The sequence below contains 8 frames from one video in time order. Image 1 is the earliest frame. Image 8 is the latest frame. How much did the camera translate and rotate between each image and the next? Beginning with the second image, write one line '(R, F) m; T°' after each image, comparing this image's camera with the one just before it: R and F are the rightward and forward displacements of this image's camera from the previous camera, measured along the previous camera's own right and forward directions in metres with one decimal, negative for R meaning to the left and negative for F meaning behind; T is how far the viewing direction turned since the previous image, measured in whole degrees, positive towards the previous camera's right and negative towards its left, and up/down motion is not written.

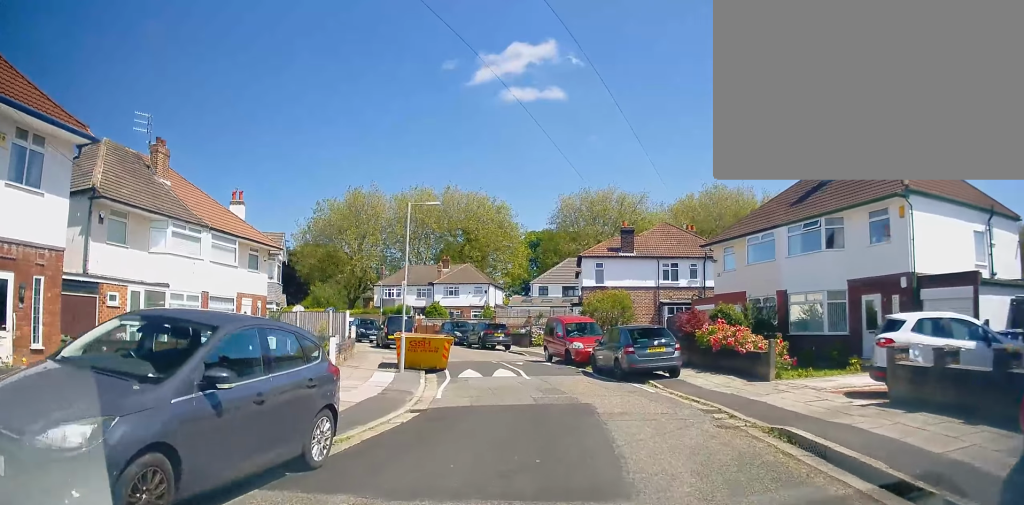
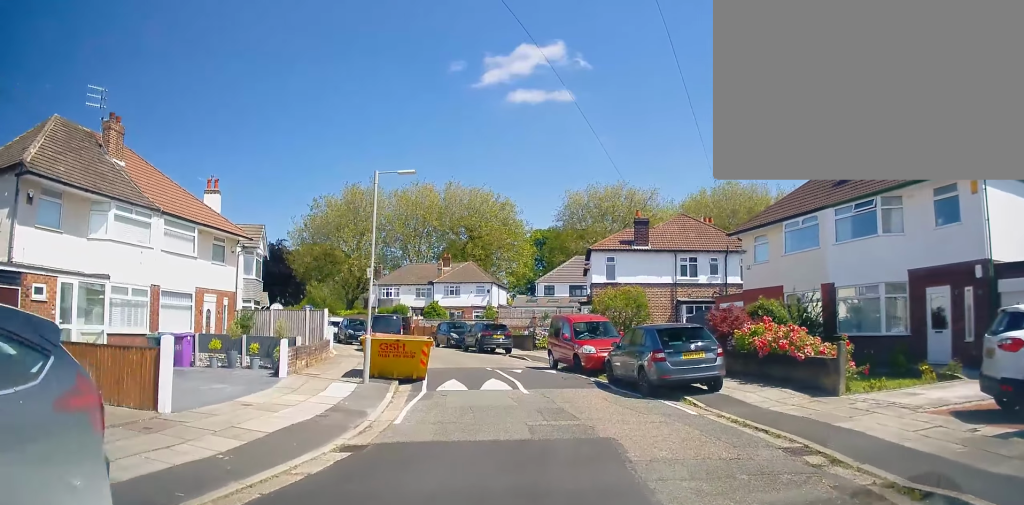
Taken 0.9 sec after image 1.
(+0.2, +3.7) m; 0°
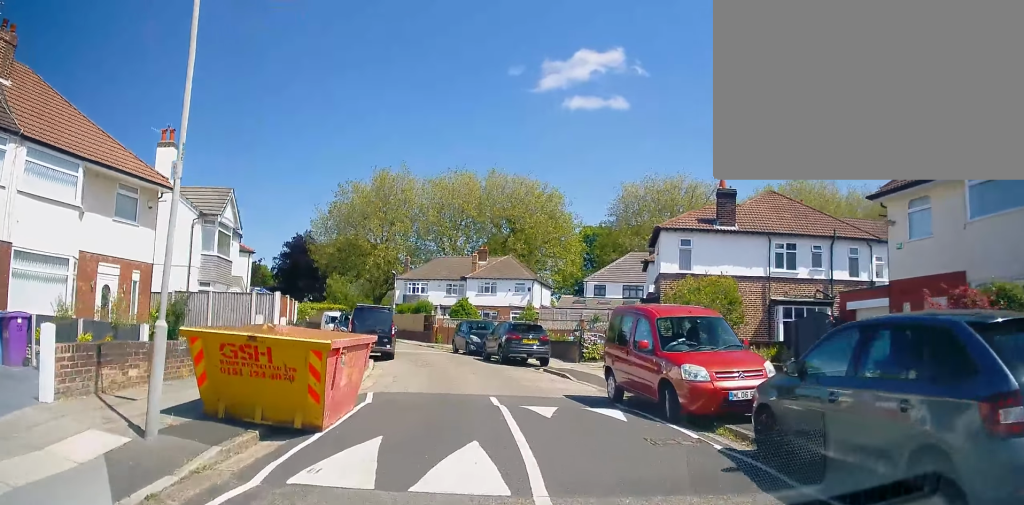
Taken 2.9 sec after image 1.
(-0.5, +8.9) m; -7°
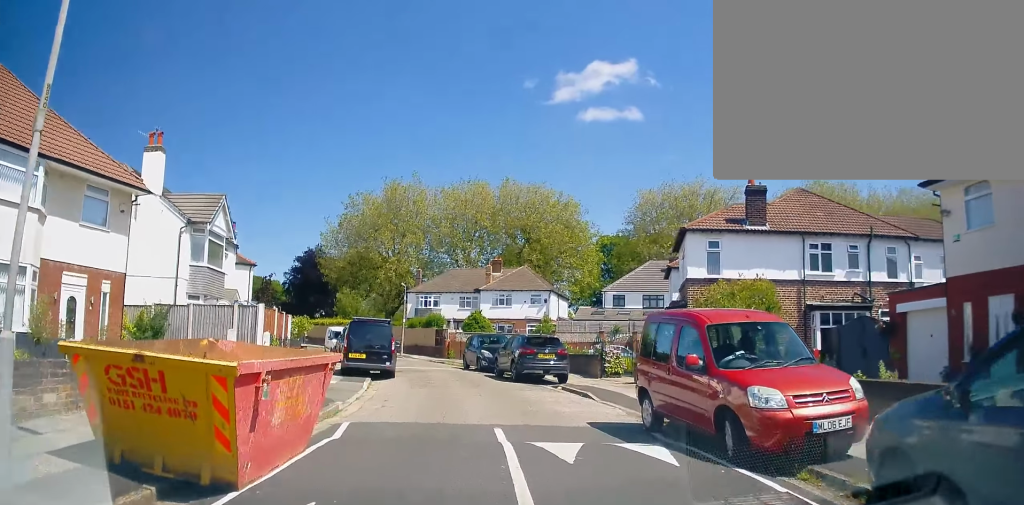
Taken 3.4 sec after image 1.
(-0.1, +2.1) m; -4°
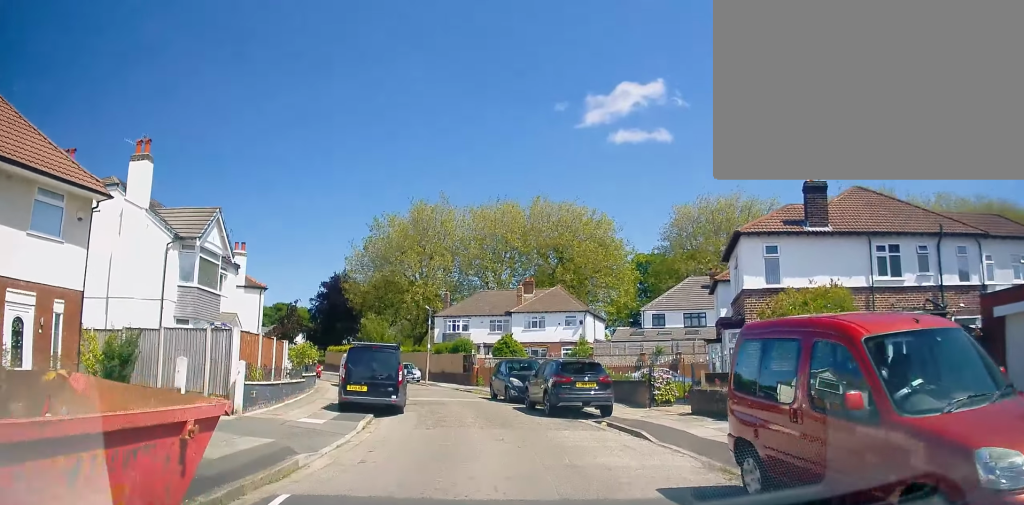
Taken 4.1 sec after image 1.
(-0.2, +3.2) m; -4°
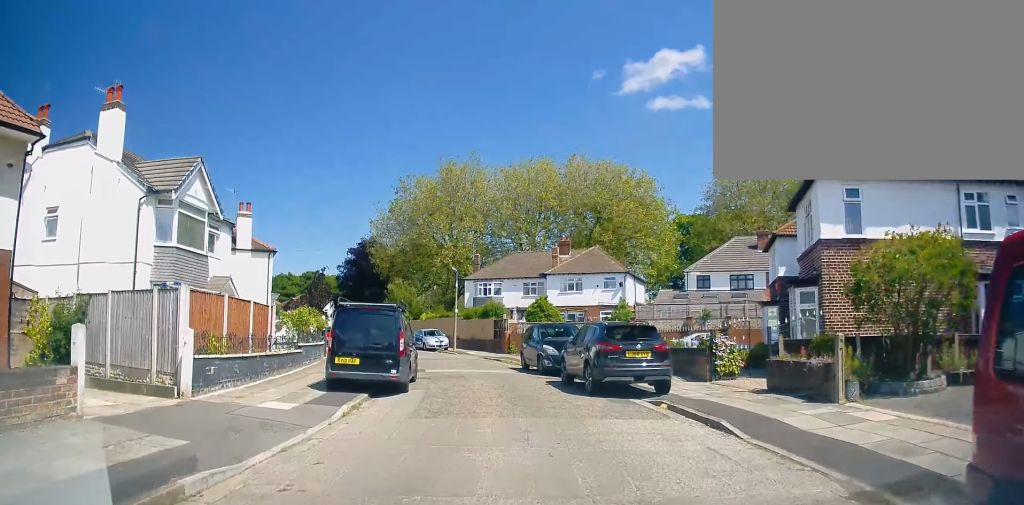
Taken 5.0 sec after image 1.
(-0.1, +3.7) m; 0°
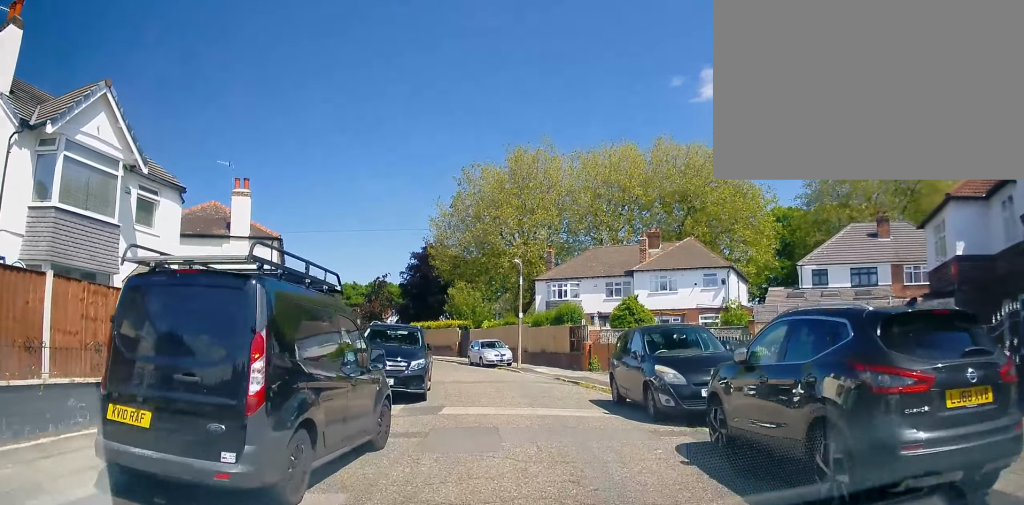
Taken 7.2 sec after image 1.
(-0.3, +8.5) m; -8°
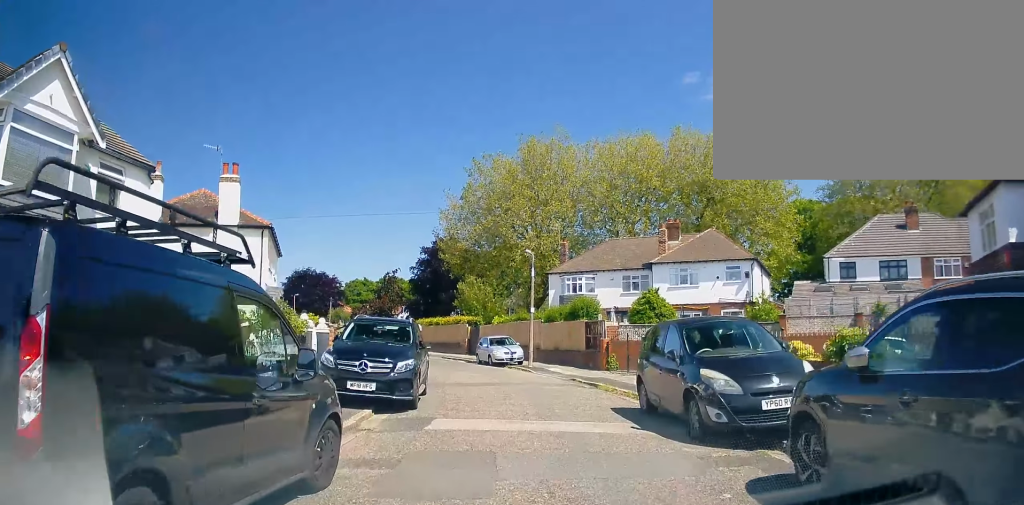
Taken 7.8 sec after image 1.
(+0.1, +2.2) m; -4°
